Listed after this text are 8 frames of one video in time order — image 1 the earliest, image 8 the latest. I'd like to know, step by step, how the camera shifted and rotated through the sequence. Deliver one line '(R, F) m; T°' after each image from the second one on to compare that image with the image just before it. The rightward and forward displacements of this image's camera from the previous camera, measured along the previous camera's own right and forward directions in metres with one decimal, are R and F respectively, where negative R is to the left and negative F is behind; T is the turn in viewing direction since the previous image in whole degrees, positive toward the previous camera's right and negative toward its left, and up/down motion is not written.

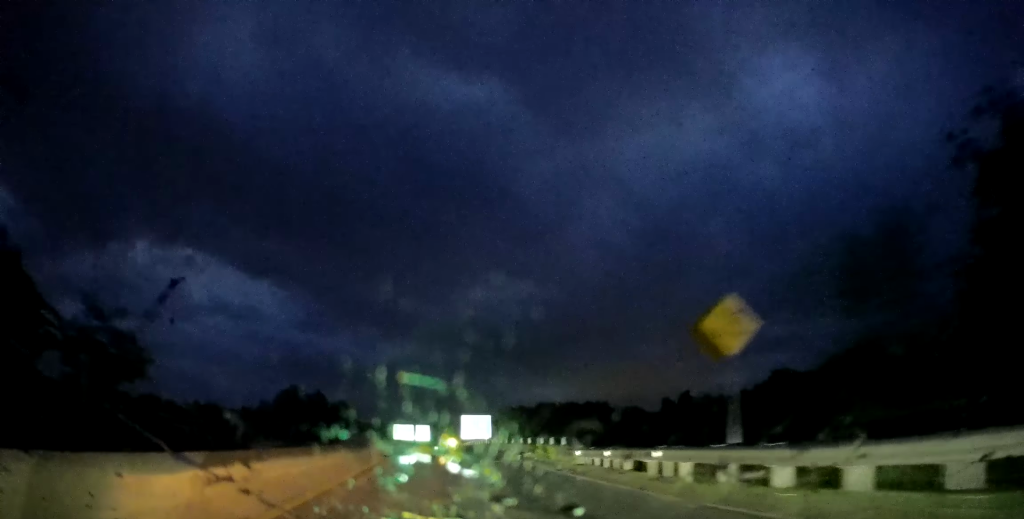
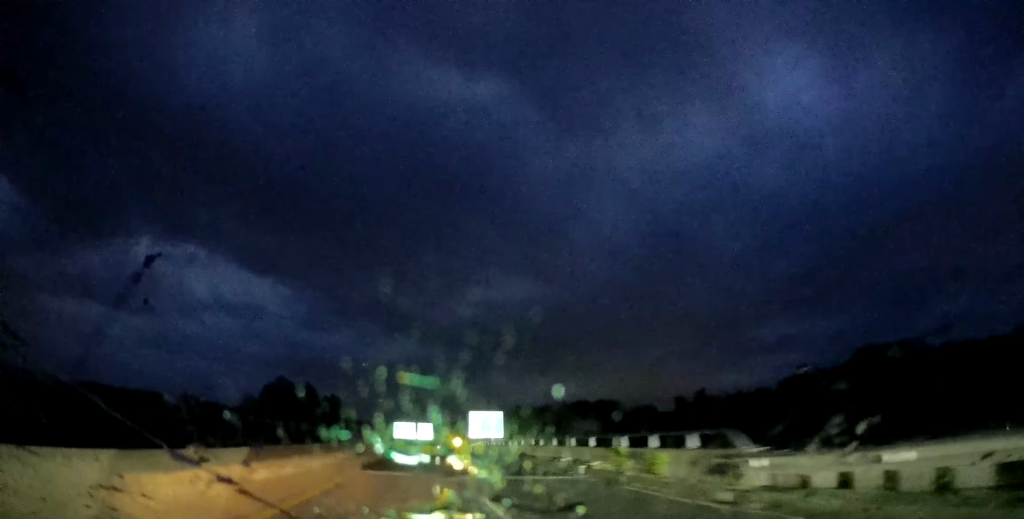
(0.0, +10.8) m; +3°
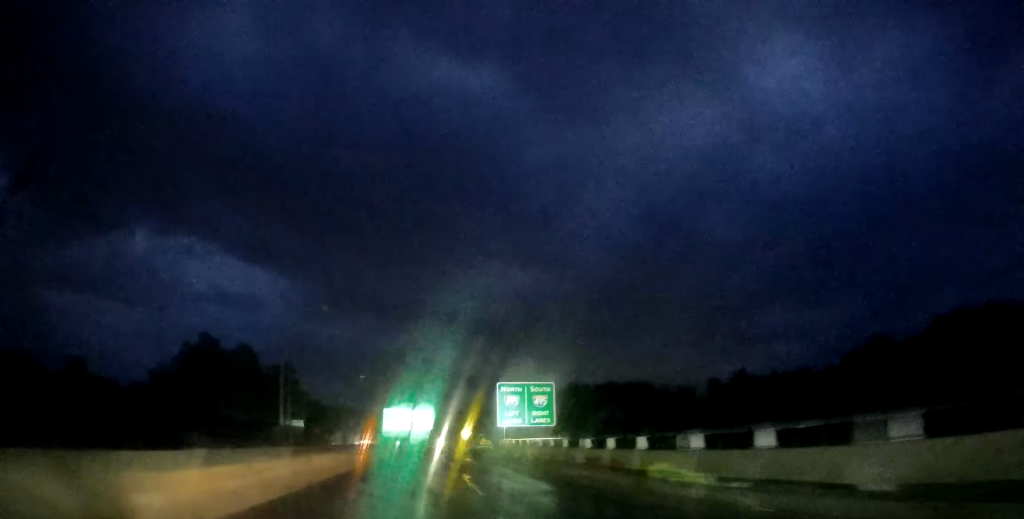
(+2.3, +32.3) m; +4°
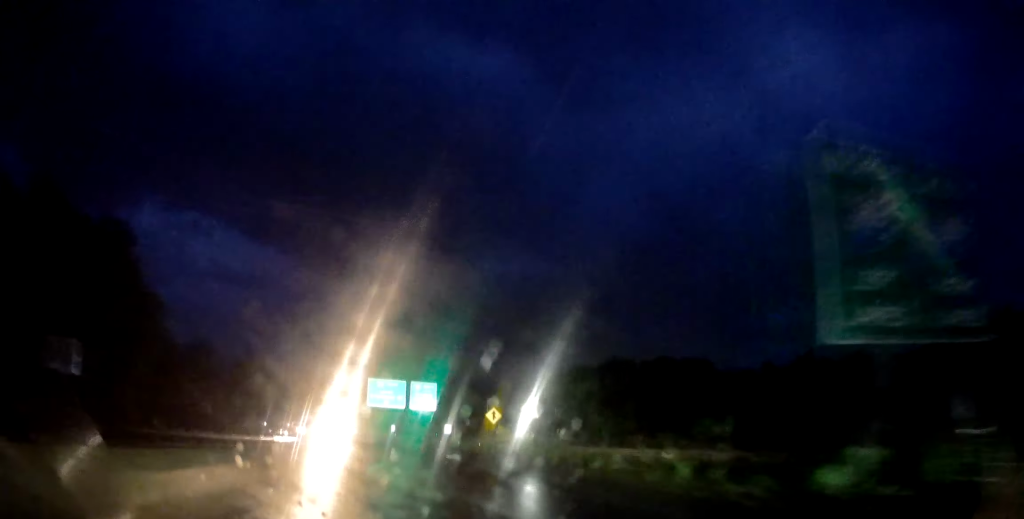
(0.0, +38.7) m; 0°
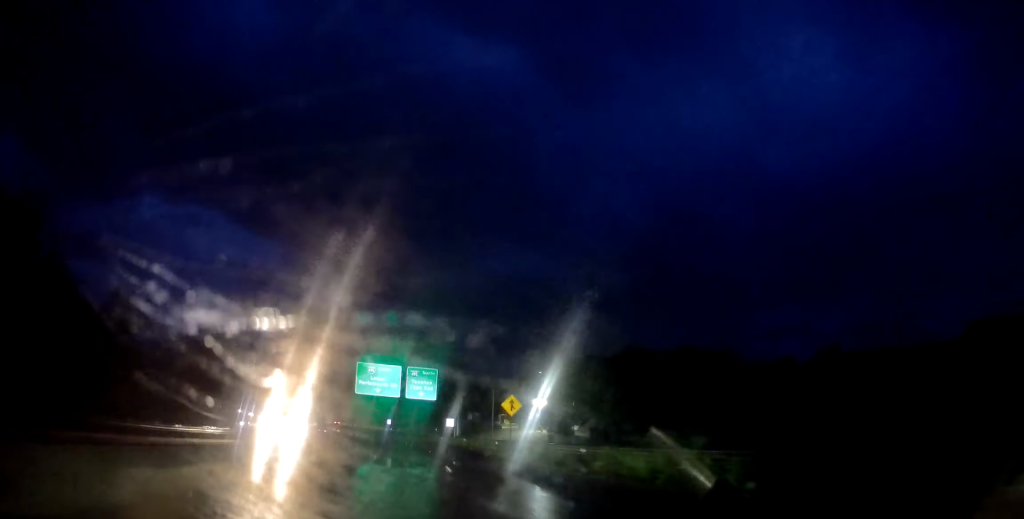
(-0.2, +13.6) m; -1°
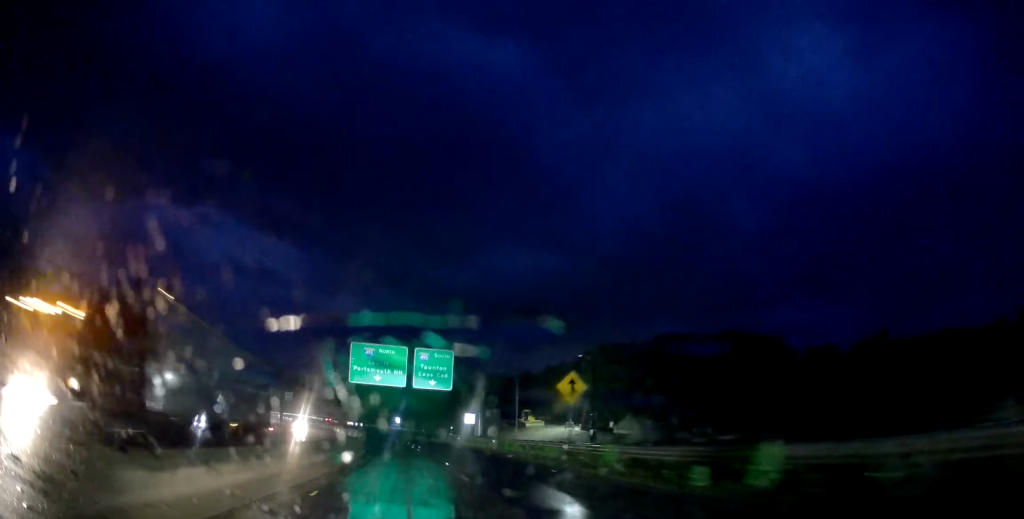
(-0.1, +16.3) m; 0°
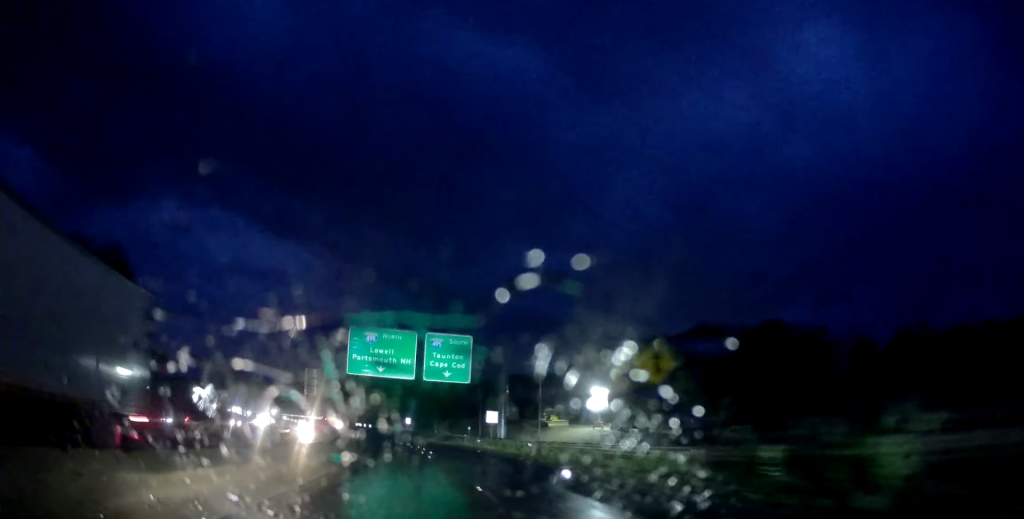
(0.0, +9.8) m; 0°
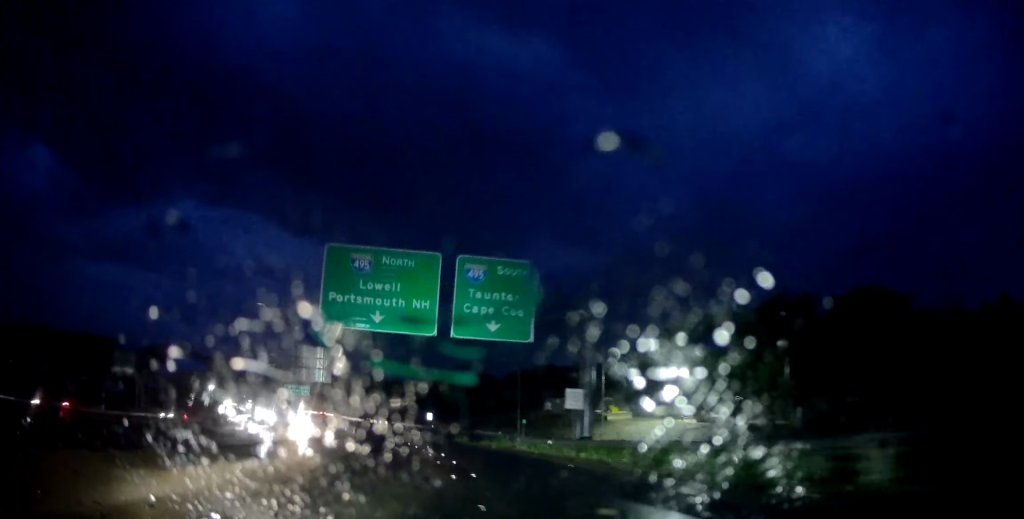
(0.0, +20.9) m; 0°
